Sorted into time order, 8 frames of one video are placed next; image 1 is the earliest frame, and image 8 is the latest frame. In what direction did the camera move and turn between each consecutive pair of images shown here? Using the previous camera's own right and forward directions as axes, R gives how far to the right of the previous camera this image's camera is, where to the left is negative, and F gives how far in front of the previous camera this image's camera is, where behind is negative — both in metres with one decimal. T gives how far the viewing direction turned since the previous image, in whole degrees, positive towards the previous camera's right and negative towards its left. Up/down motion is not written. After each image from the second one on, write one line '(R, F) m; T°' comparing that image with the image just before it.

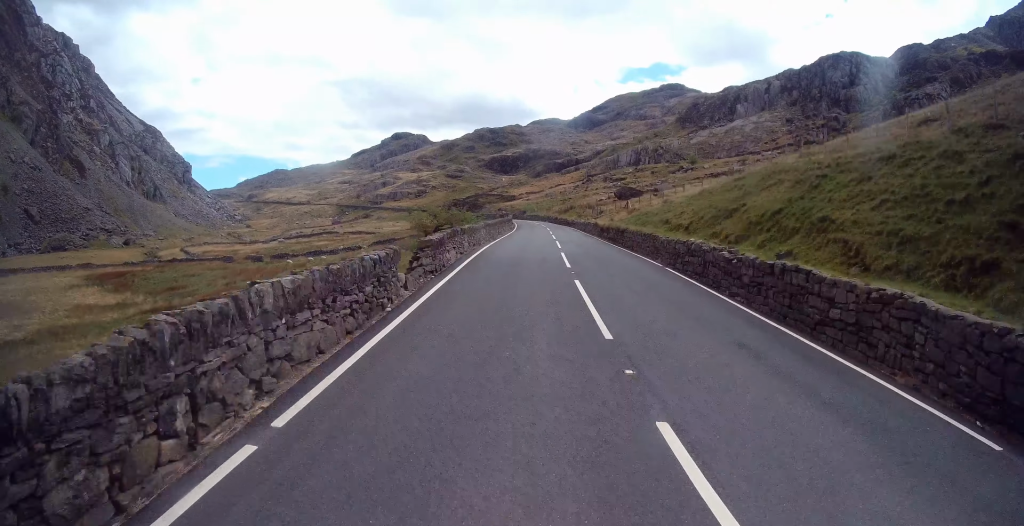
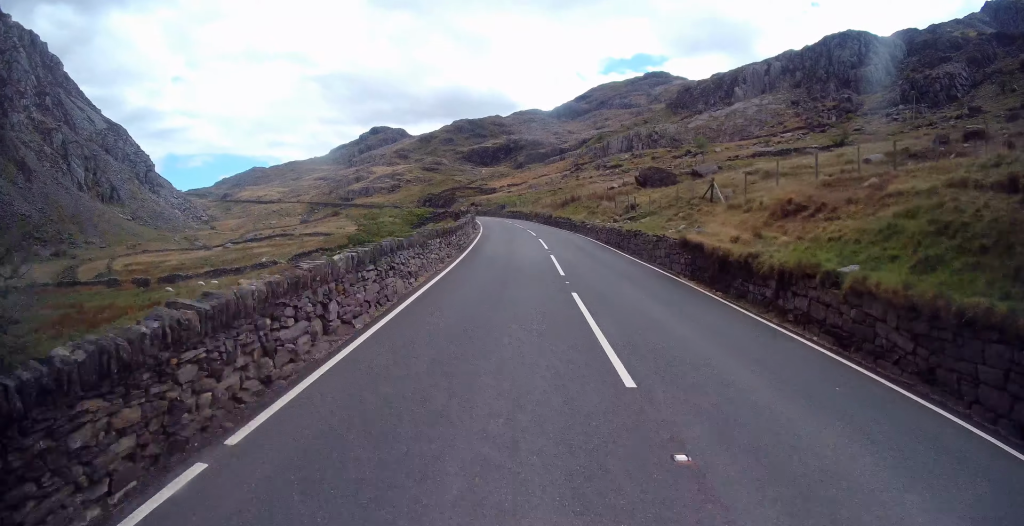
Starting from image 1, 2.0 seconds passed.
(+0.6, +29.2) m; +4°
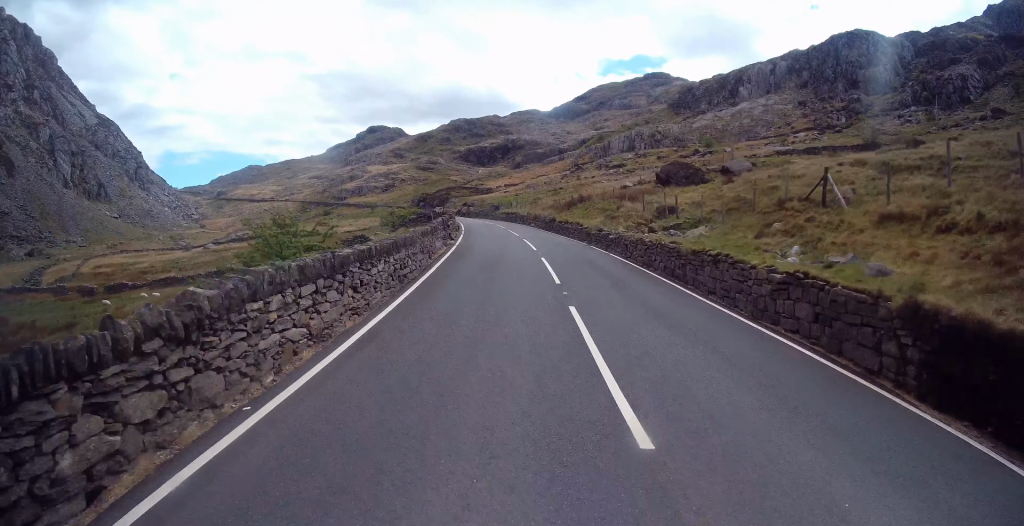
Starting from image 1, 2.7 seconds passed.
(+0.3, +10.4) m; 0°
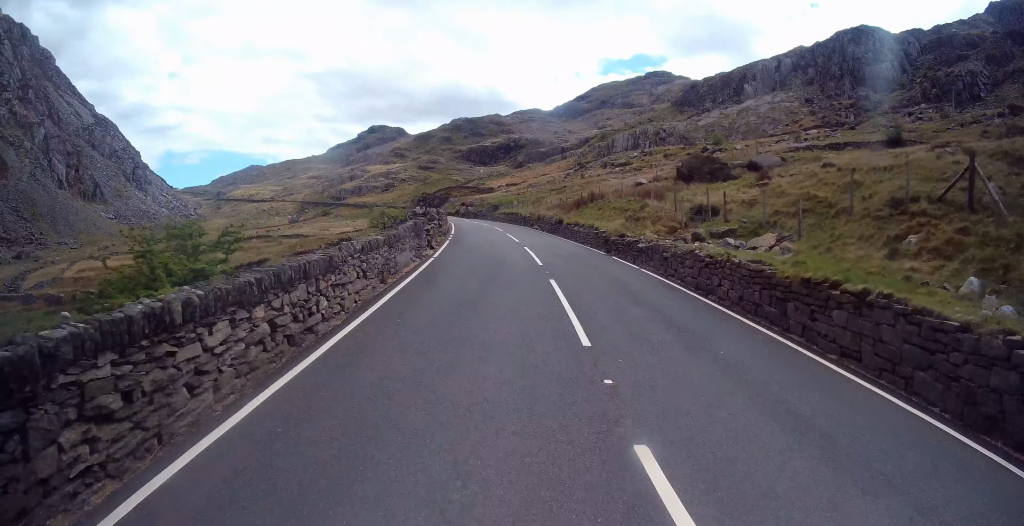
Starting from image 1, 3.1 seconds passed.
(-0.1, +6.1) m; -1°
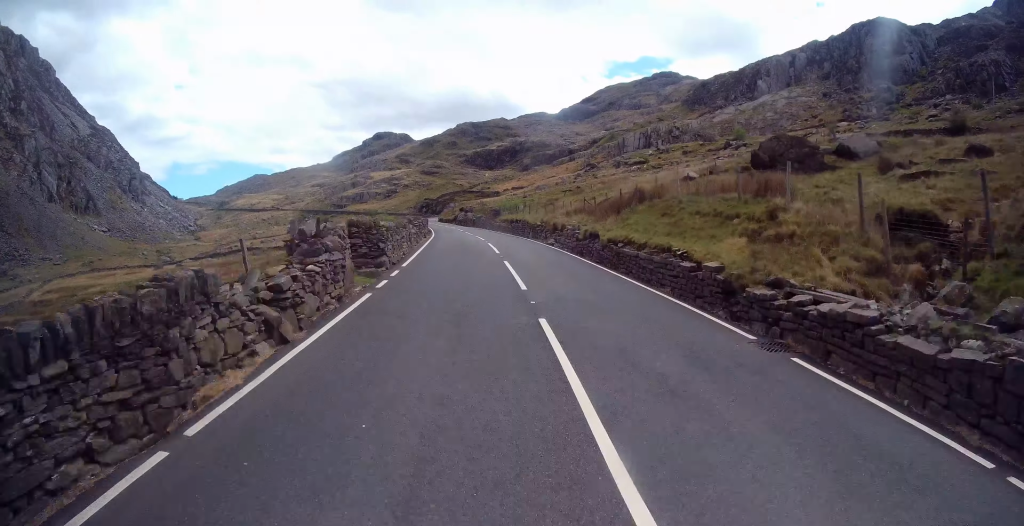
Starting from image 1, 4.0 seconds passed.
(-0.2, +13.3) m; -2°
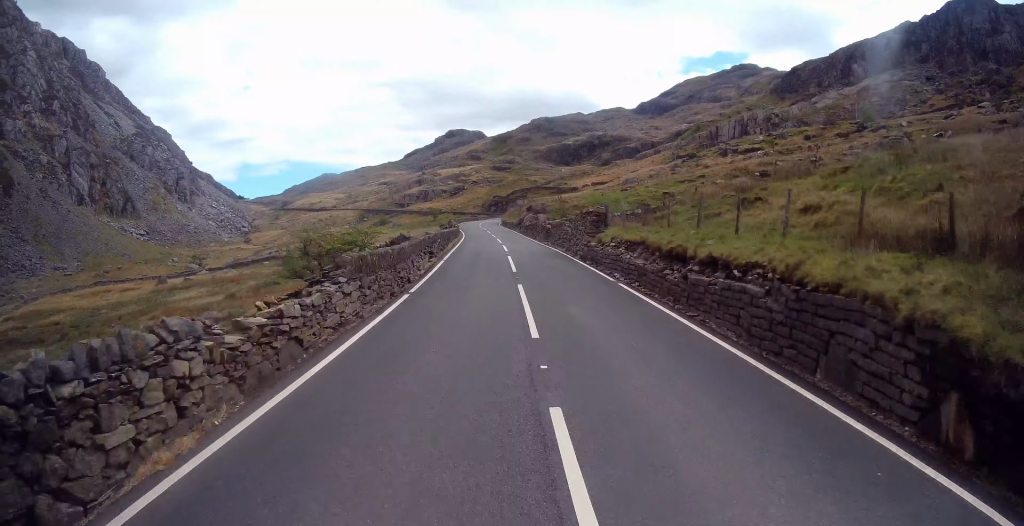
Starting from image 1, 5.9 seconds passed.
(-1.3, +29.8) m; -7°
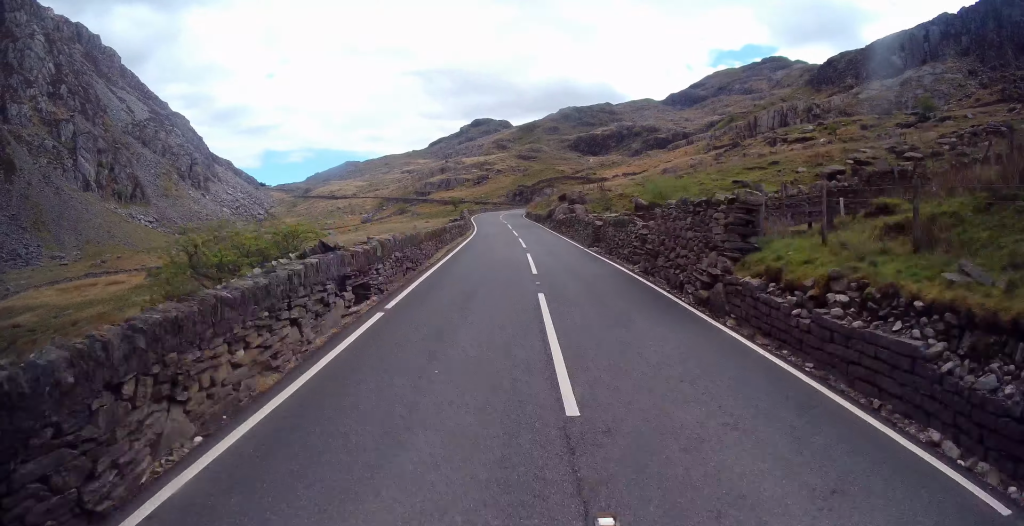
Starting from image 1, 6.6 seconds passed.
(-0.4, +12.4) m; -4°
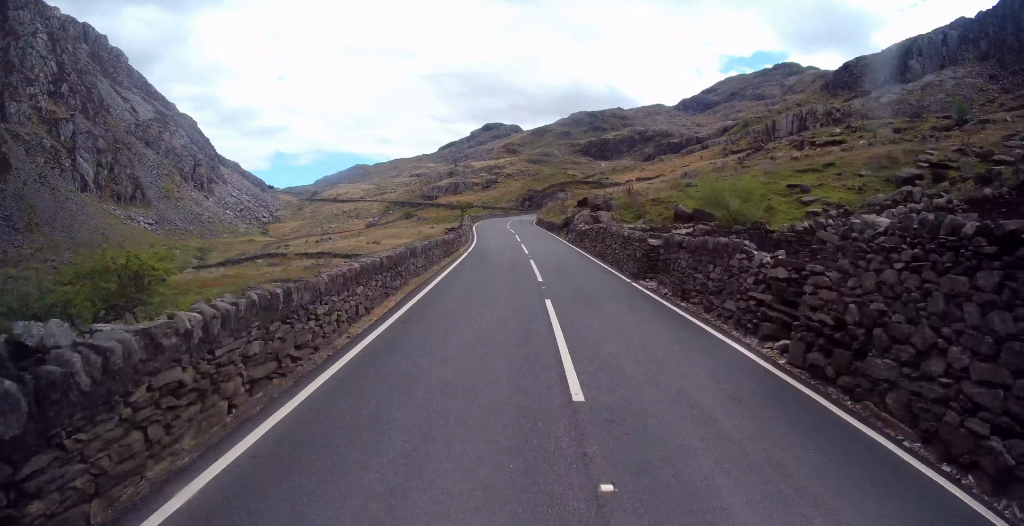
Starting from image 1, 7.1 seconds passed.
(-0.3, +8.3) m; 0°
